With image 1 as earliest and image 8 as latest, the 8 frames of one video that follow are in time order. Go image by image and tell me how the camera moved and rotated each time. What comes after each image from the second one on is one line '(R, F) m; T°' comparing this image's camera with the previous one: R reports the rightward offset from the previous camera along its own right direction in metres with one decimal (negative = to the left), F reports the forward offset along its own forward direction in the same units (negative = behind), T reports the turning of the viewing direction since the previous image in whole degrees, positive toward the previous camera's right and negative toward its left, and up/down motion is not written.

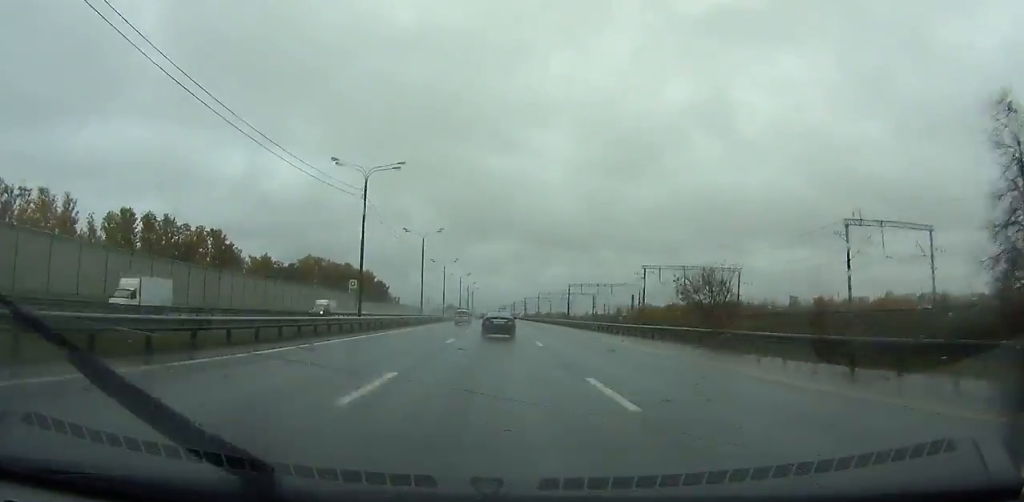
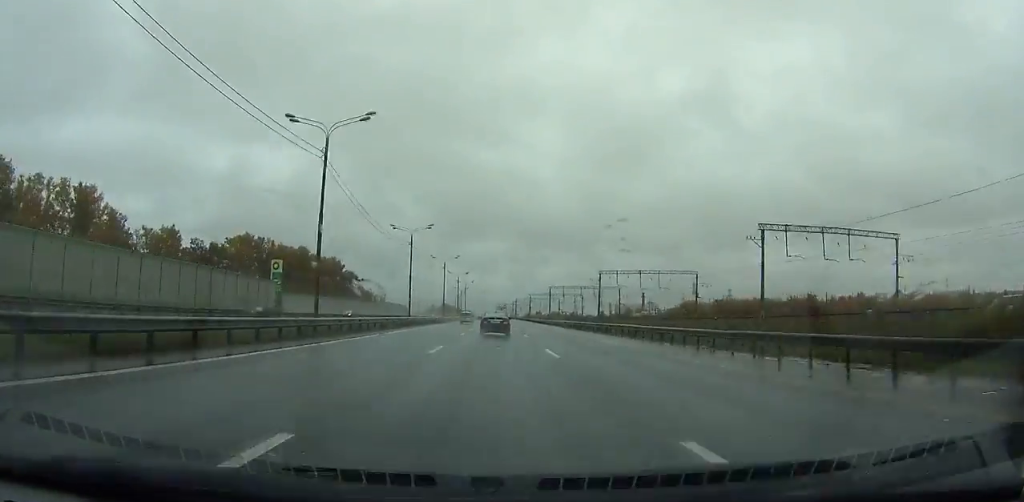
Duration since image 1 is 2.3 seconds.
(0.0, +55.4) m; 0°
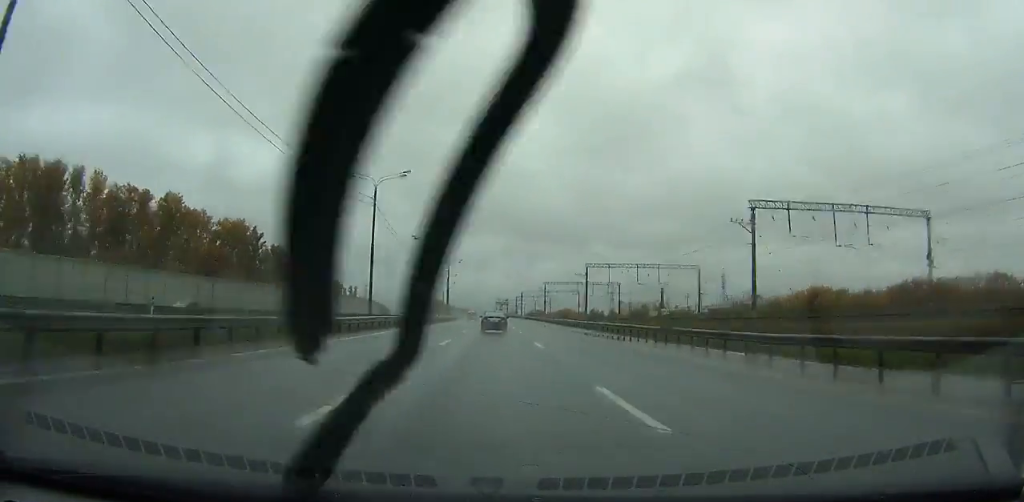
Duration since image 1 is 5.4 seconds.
(-0.1, +74.8) m; 0°
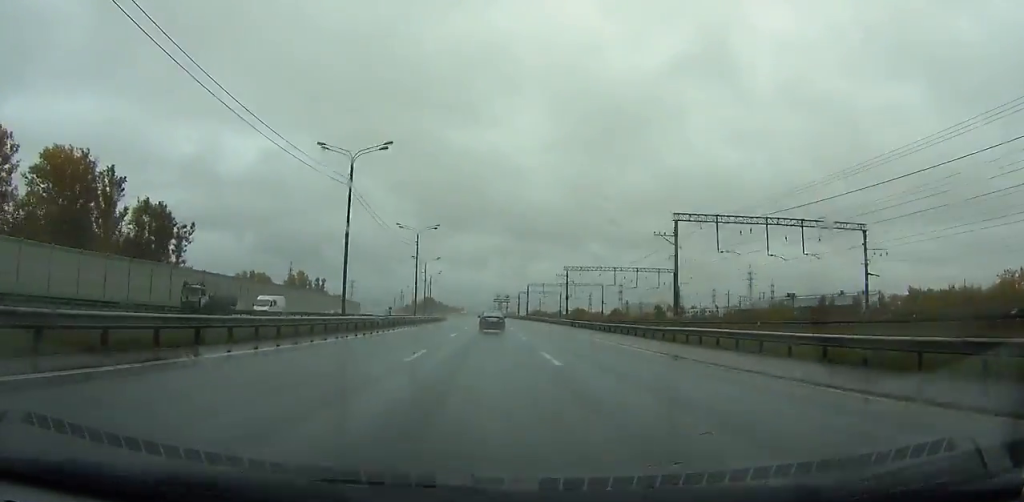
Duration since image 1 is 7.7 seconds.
(0.0, +56.0) m; 0°
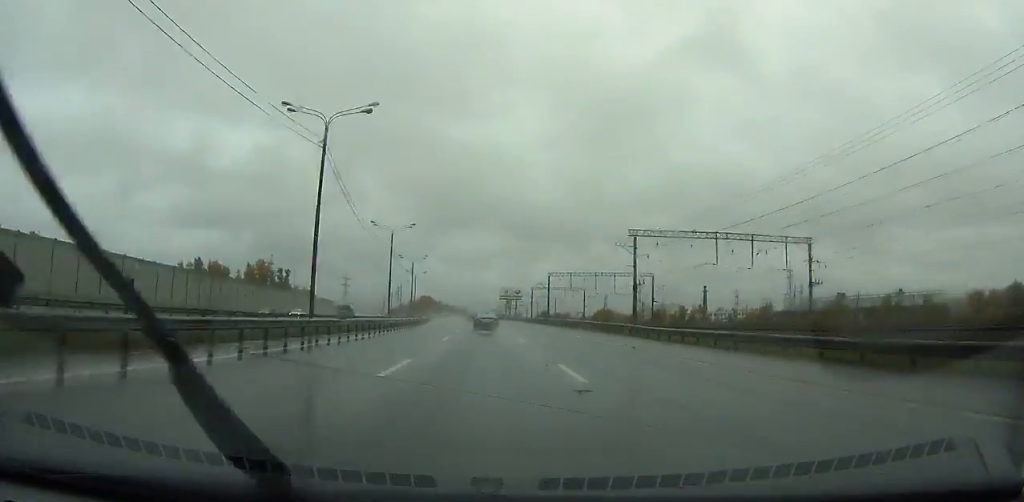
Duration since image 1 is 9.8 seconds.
(0.0, +51.8) m; 0°
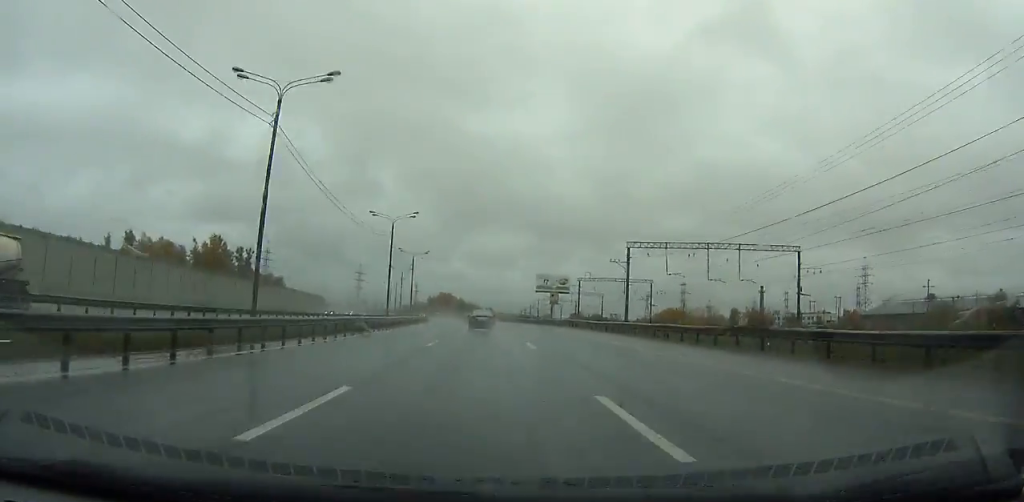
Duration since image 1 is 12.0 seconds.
(-0.4, +55.4) m; -2°
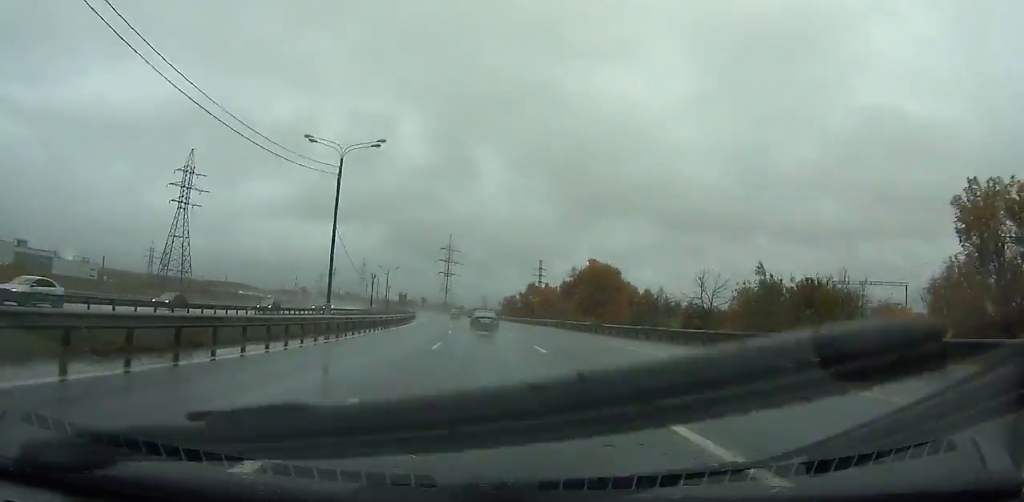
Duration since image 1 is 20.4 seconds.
(-20.7, +214.0) m; -14°
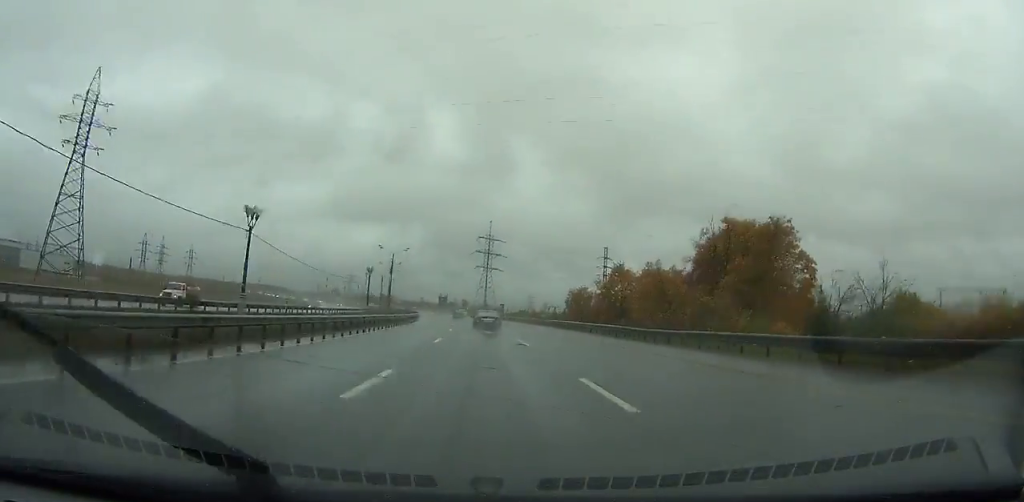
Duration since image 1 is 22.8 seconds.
(-2.1, +58.6) m; -7°
